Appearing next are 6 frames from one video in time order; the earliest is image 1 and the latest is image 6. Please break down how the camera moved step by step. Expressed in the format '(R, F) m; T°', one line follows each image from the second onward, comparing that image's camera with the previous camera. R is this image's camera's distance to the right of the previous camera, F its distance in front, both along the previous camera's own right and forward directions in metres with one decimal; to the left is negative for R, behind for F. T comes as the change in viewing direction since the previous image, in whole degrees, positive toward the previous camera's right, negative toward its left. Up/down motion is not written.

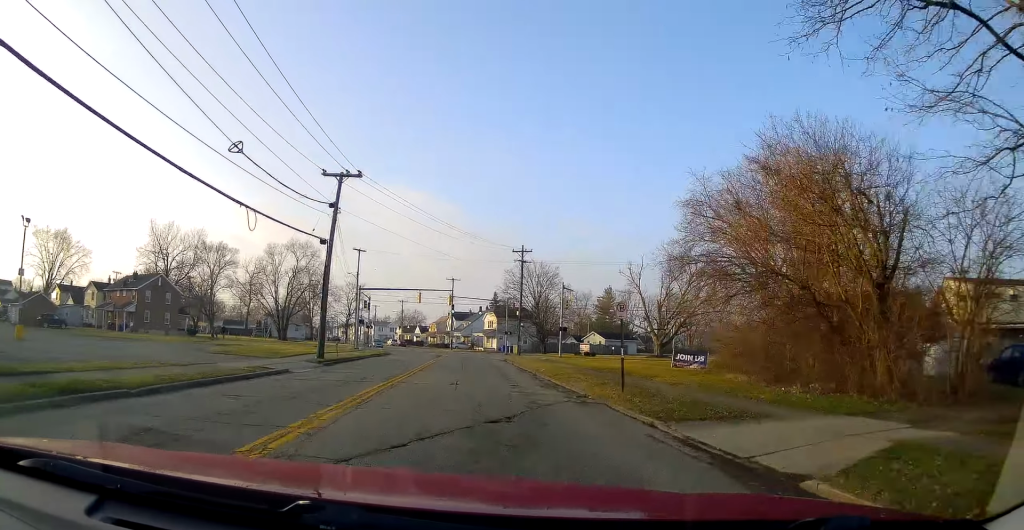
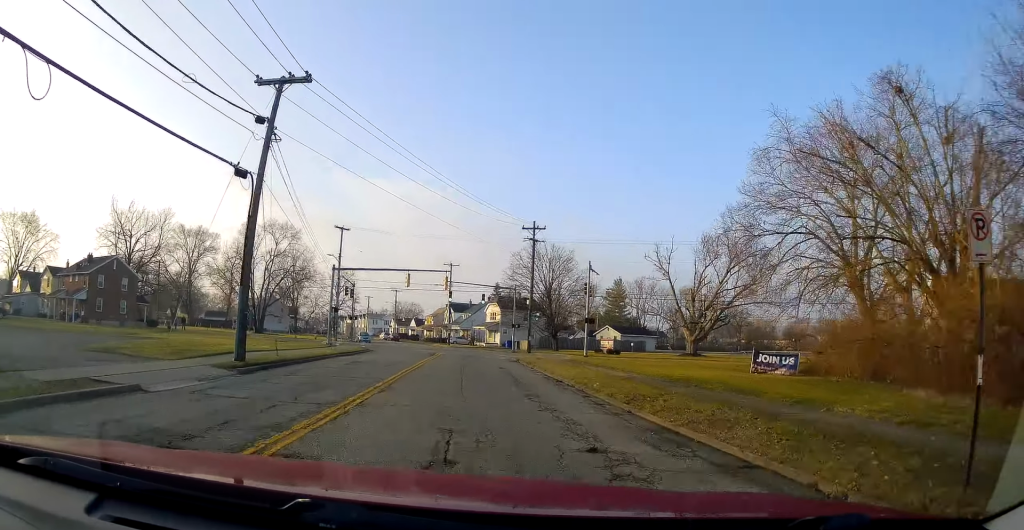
(-0.2, +12.1) m; -2°
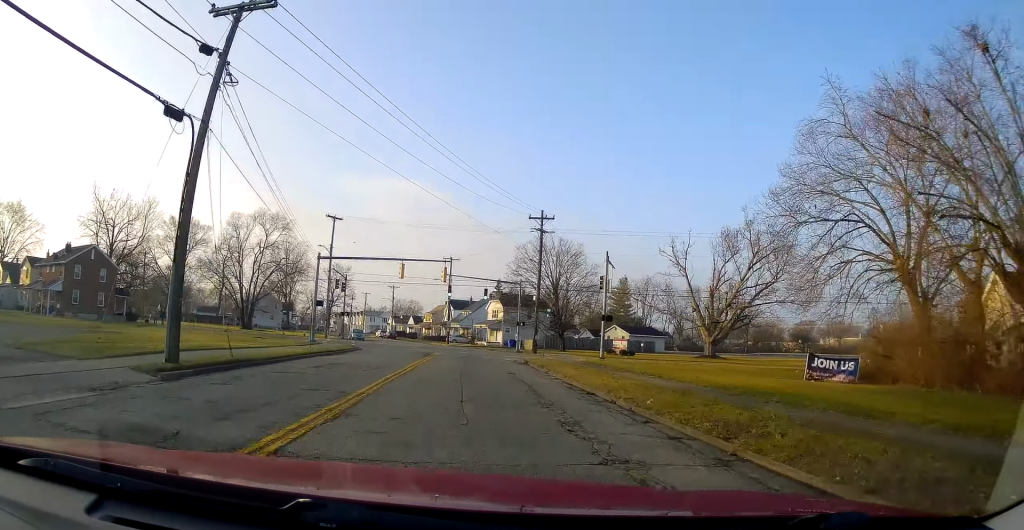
(-0.2, +5.2) m; 0°
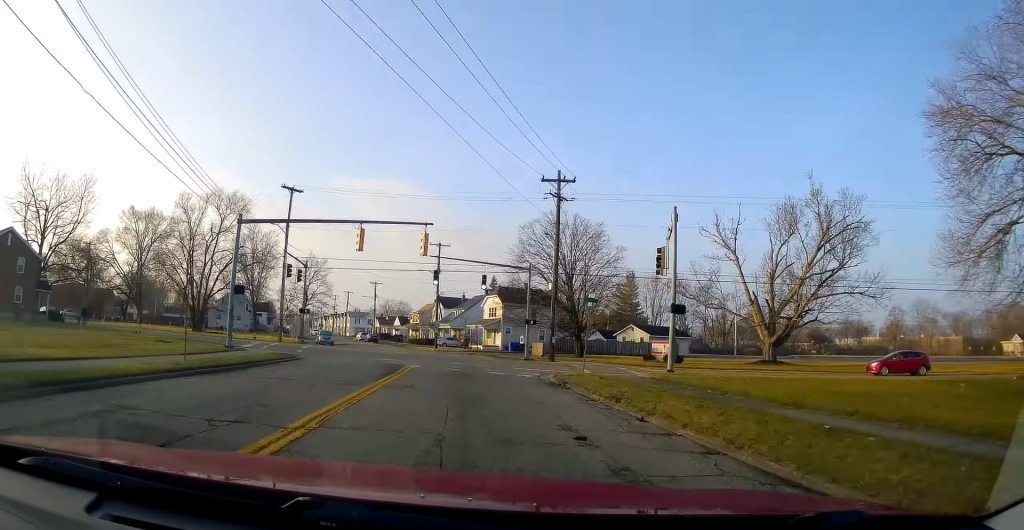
(+0.3, +14.2) m; +1°
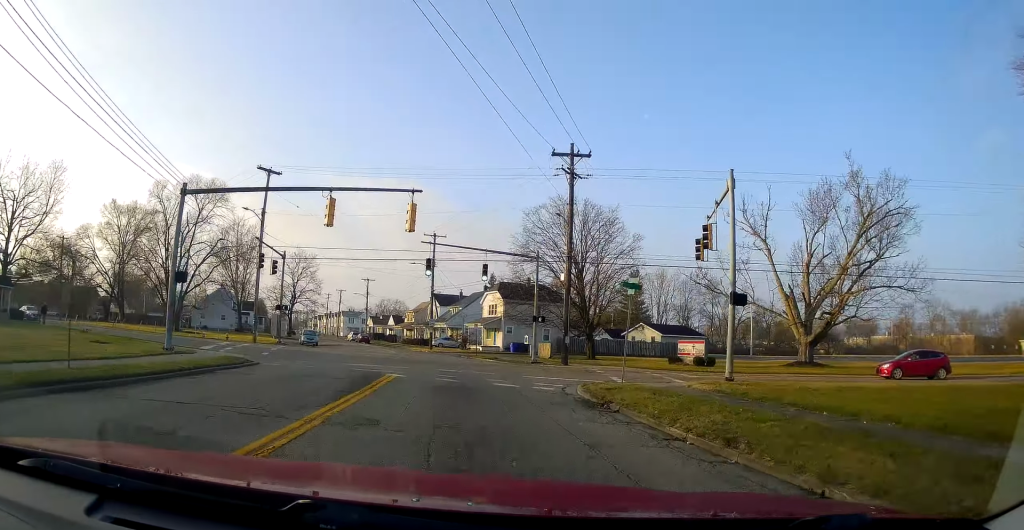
(0.0, +5.9) m; 0°
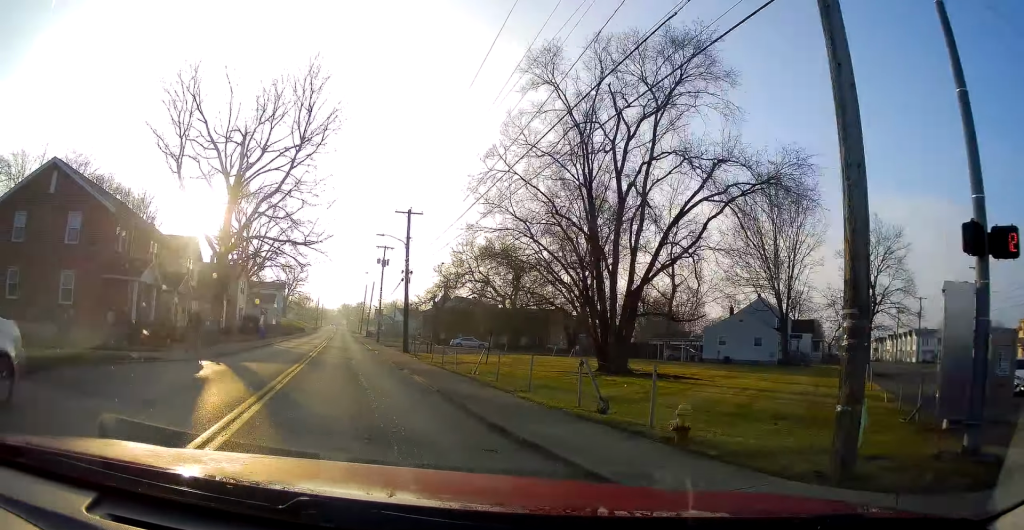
(-9.3, +38.4) m; -45°
